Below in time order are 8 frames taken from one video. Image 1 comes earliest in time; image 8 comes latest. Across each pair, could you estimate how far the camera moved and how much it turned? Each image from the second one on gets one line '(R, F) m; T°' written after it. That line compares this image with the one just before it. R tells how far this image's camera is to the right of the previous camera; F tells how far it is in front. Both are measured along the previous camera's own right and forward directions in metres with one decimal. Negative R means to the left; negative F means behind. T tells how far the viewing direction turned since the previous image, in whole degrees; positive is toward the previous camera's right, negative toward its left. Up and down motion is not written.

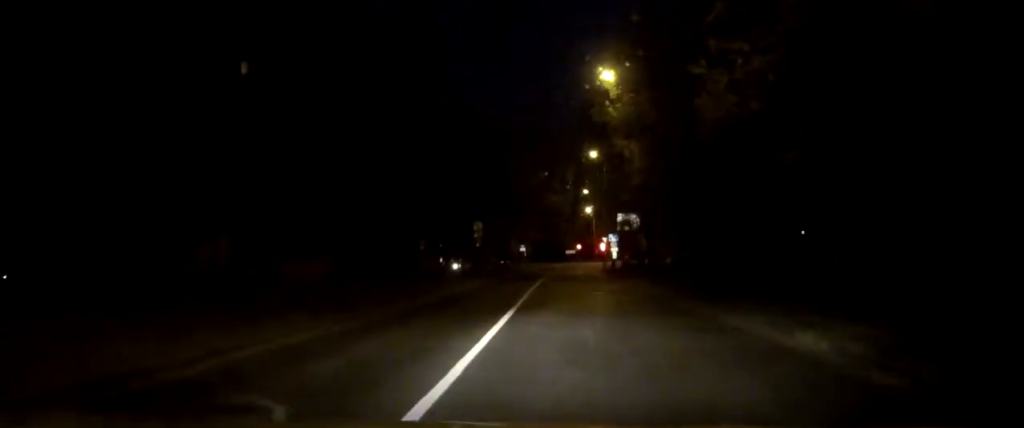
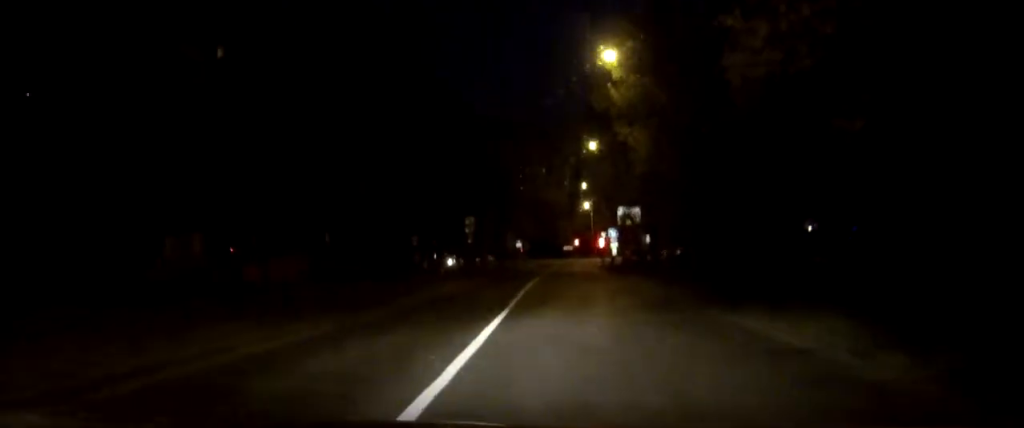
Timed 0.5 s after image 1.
(0.0, +3.6) m; 0°
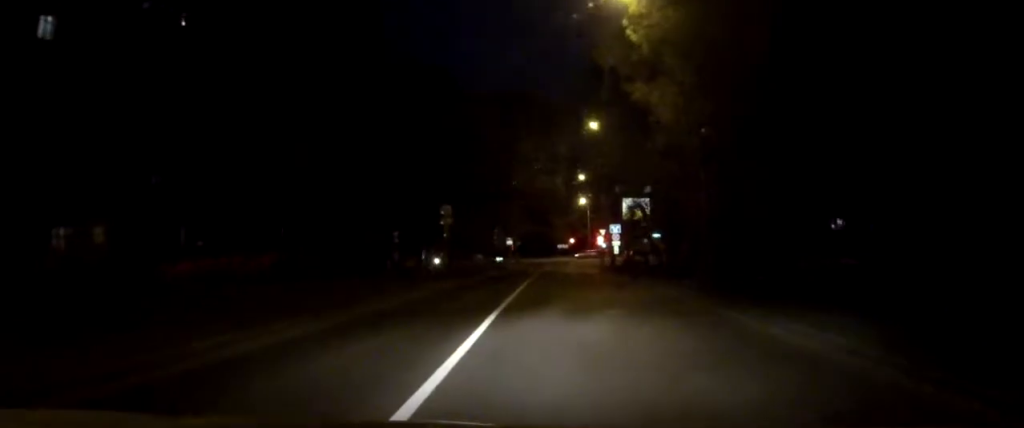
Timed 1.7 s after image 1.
(+0.1, +9.2) m; +1°
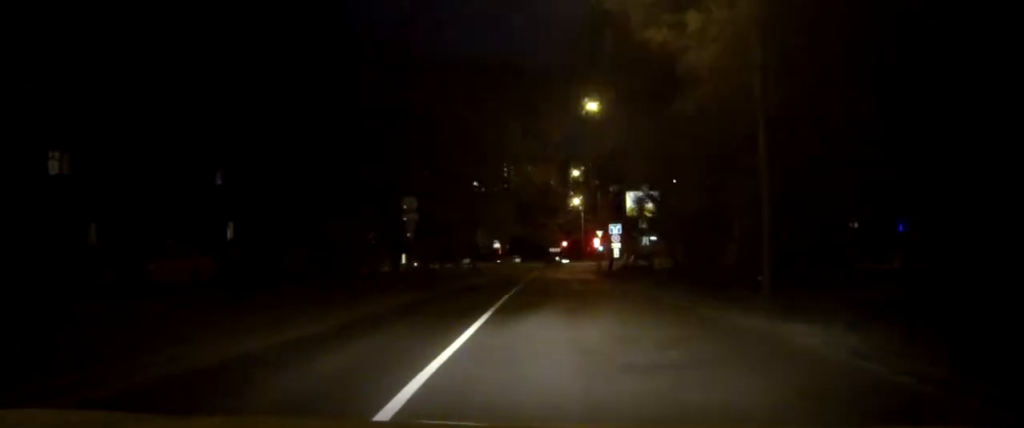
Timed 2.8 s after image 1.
(0.0, +8.4) m; 0°
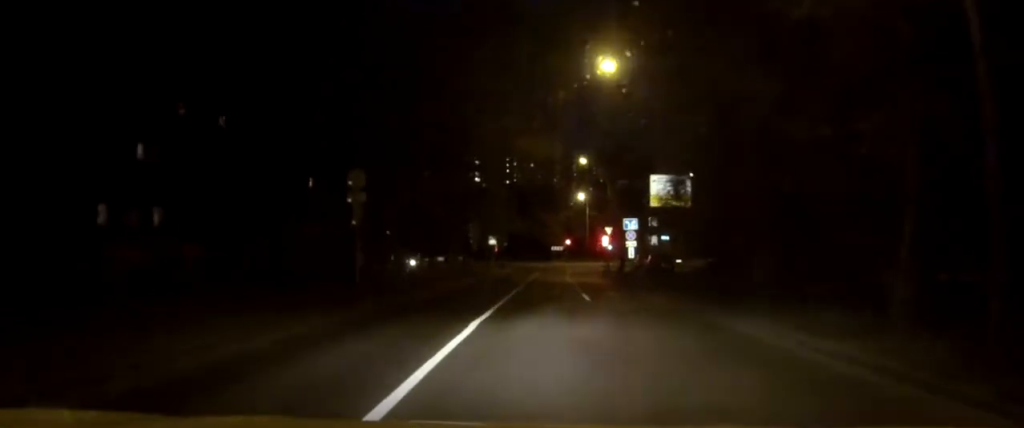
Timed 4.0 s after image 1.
(-0.1, +9.9) m; -1°
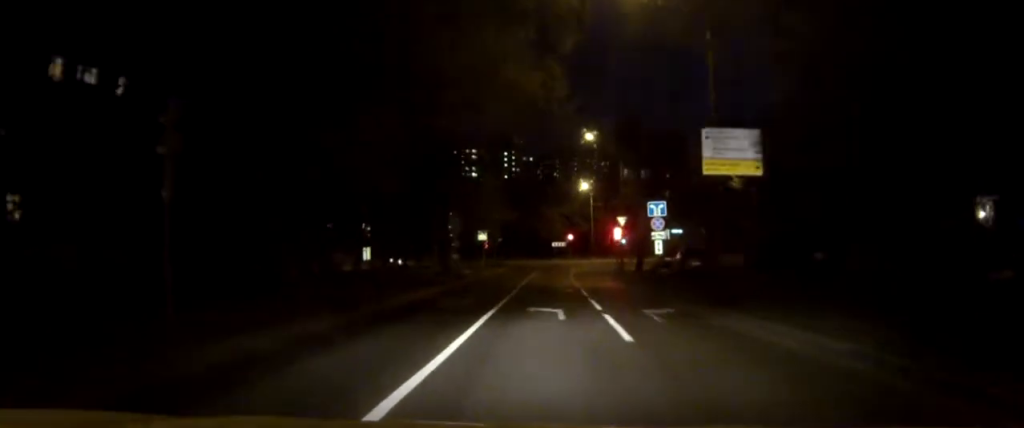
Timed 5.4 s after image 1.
(0.0, +12.1) m; +2°
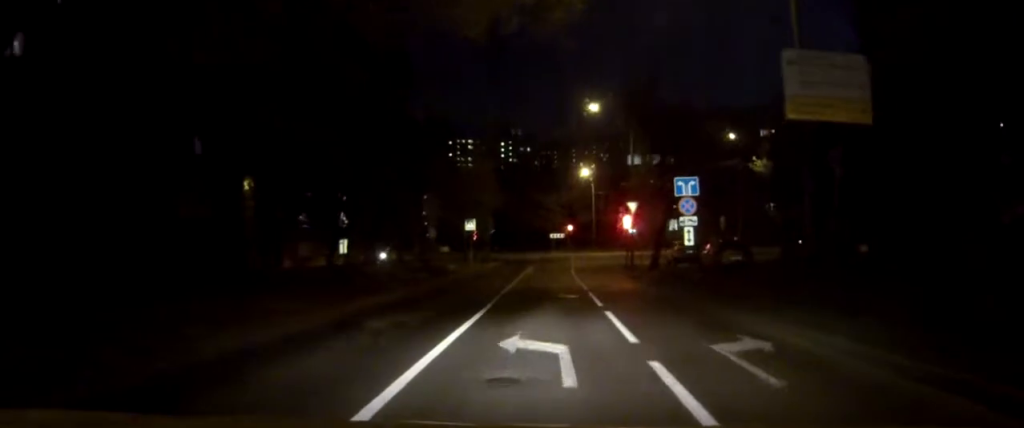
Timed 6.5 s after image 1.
(+0.2, +8.0) m; +2°
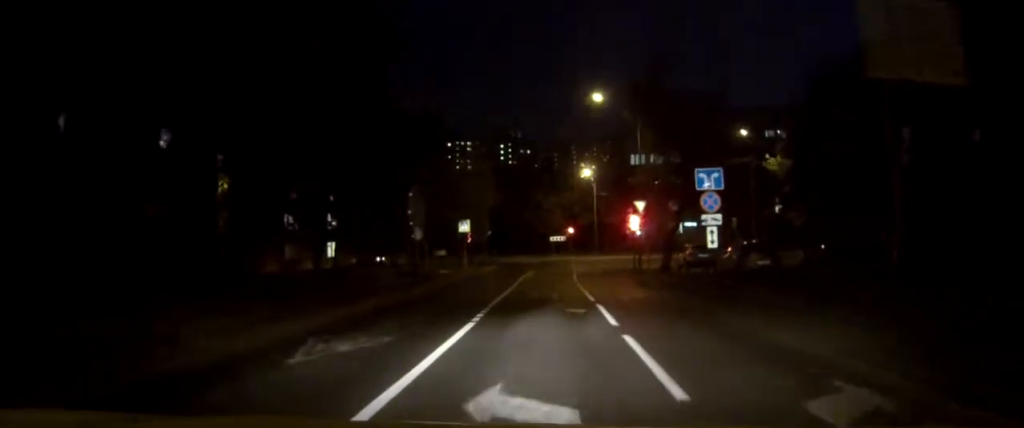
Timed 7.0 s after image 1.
(-0.1, +3.9) m; +2°
